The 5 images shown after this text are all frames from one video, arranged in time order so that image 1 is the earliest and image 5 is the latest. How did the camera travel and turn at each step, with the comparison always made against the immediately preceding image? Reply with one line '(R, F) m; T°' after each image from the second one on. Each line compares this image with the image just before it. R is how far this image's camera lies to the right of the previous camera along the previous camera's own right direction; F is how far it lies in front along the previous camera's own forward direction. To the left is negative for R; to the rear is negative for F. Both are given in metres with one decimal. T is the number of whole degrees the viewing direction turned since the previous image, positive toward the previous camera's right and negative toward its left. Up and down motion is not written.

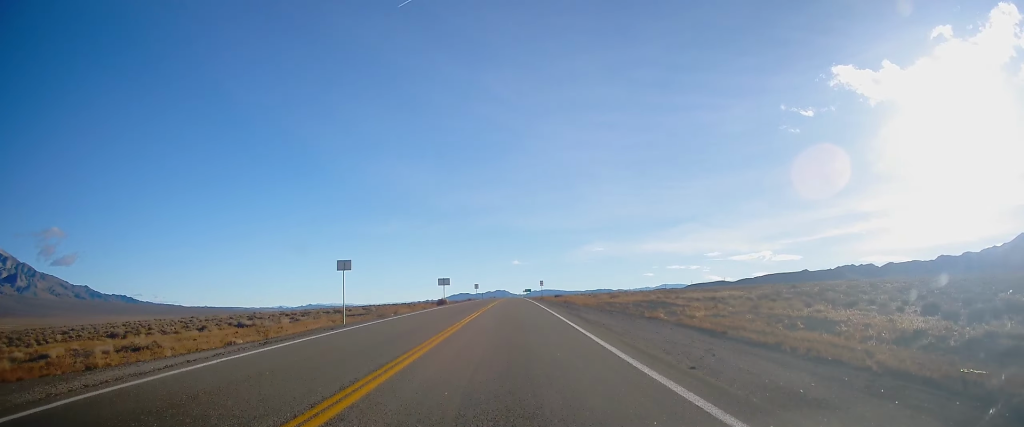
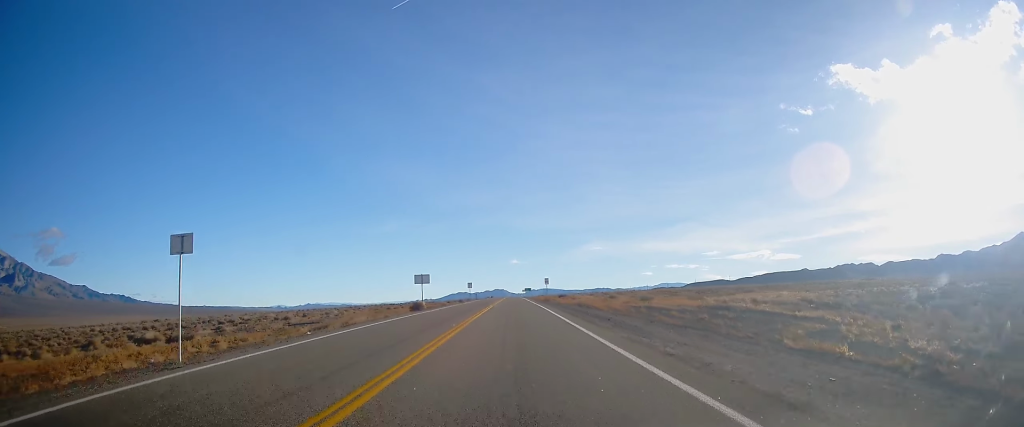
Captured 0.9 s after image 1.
(-0.1, +18.1) m; +1°
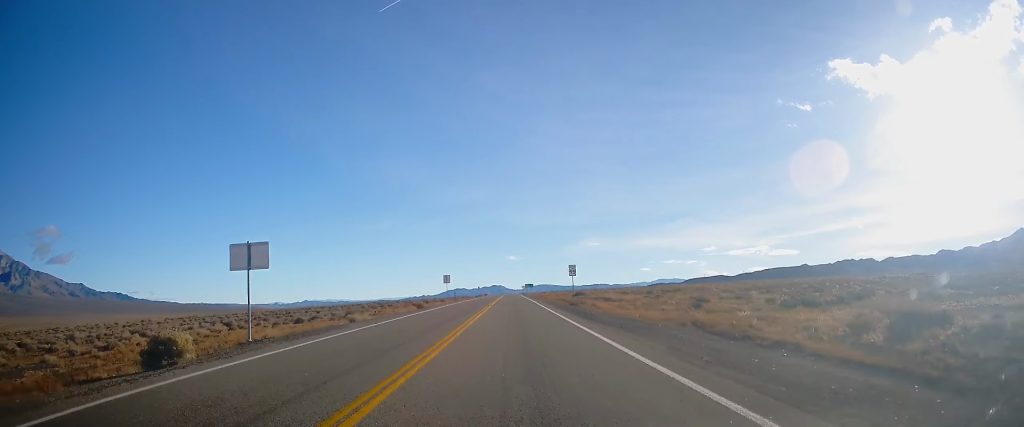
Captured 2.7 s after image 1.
(+0.3, +39.8) m; 0°
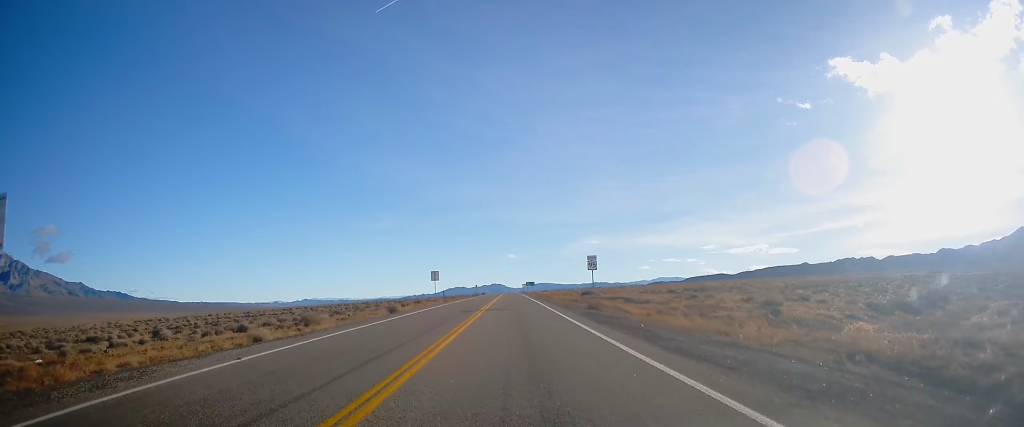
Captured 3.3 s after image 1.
(+0.1, +12.2) m; 0°
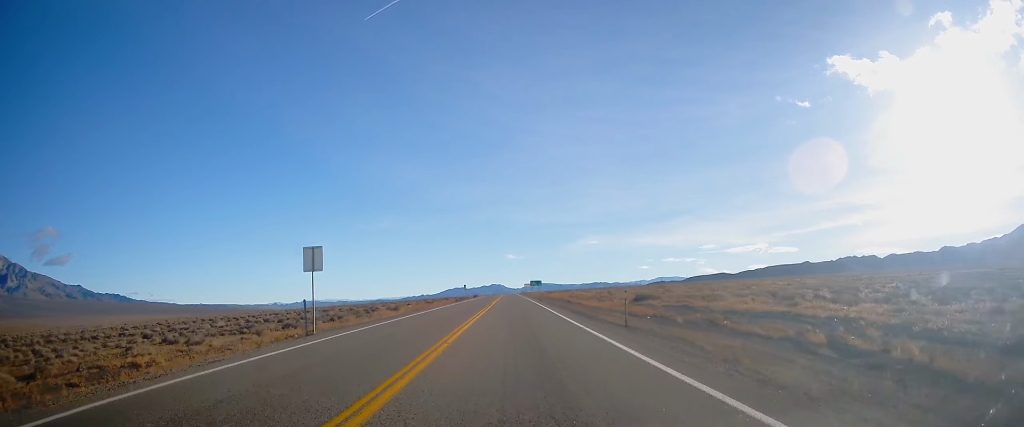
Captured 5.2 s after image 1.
(-0.6, +41.5) m; 0°
